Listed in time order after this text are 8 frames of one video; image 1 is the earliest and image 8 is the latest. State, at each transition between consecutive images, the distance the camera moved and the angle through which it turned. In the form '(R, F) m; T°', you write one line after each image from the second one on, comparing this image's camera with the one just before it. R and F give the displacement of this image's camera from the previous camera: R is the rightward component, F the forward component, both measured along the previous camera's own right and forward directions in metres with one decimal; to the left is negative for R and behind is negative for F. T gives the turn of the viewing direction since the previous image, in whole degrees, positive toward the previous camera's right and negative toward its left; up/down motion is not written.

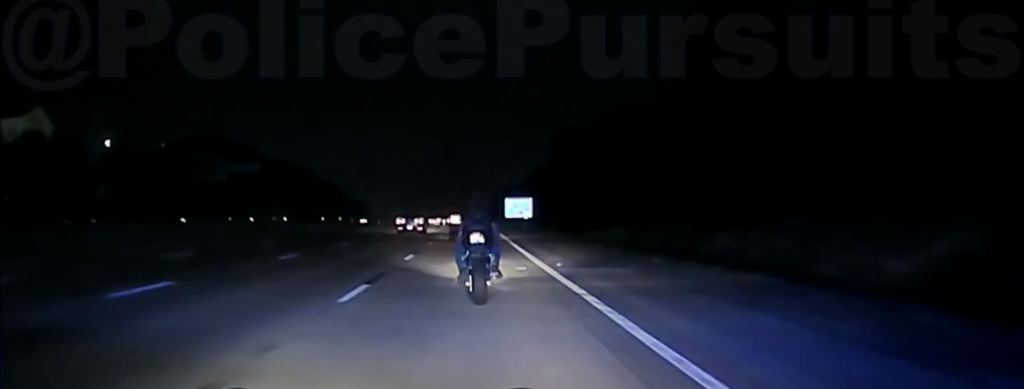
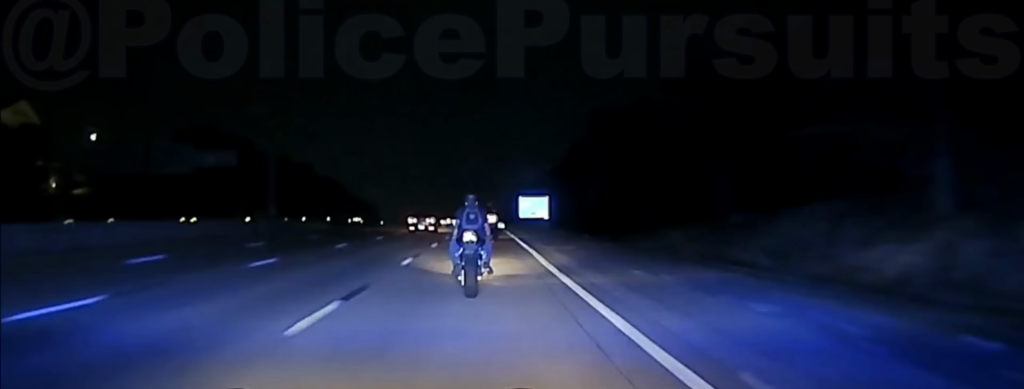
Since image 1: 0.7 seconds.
(-0.1, +17.3) m; -1°
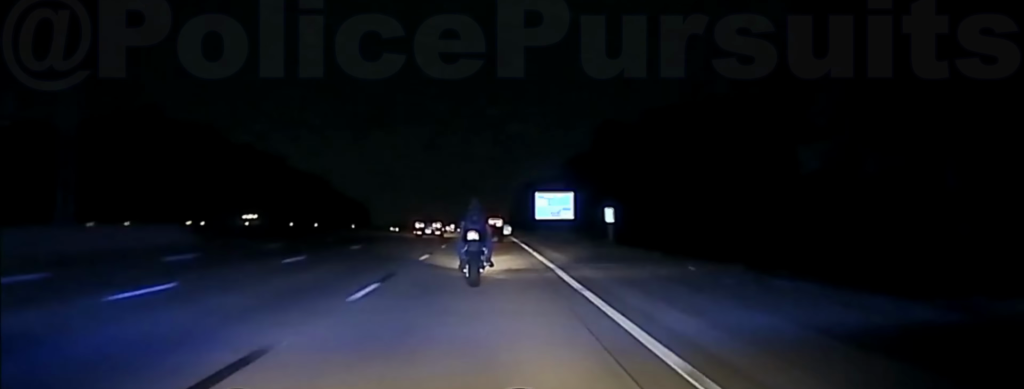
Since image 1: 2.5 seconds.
(-0.8, +45.2) m; -1°
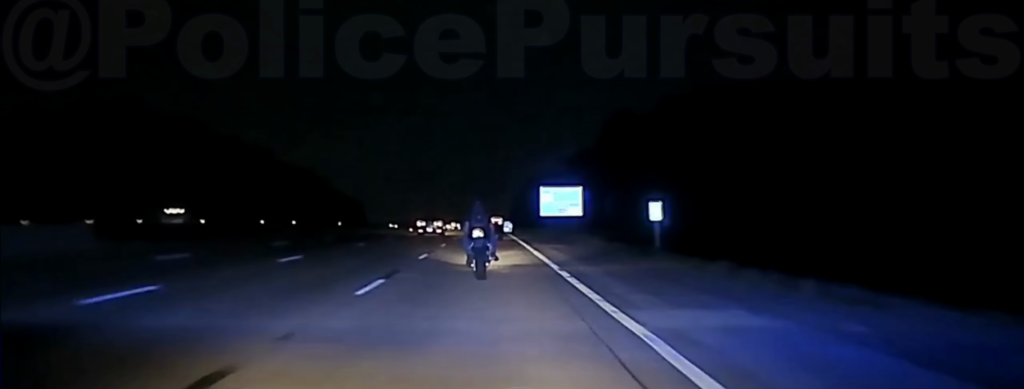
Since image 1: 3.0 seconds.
(+0.3, +13.7) m; 0°
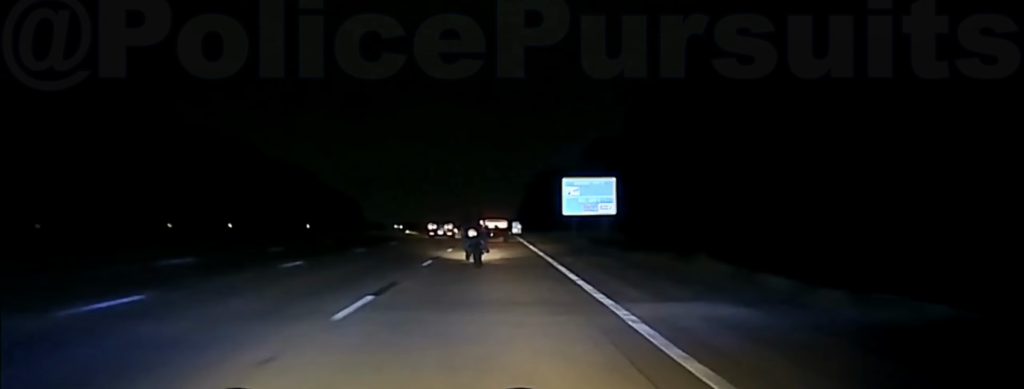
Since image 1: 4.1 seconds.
(-0.1, +26.7) m; -1°
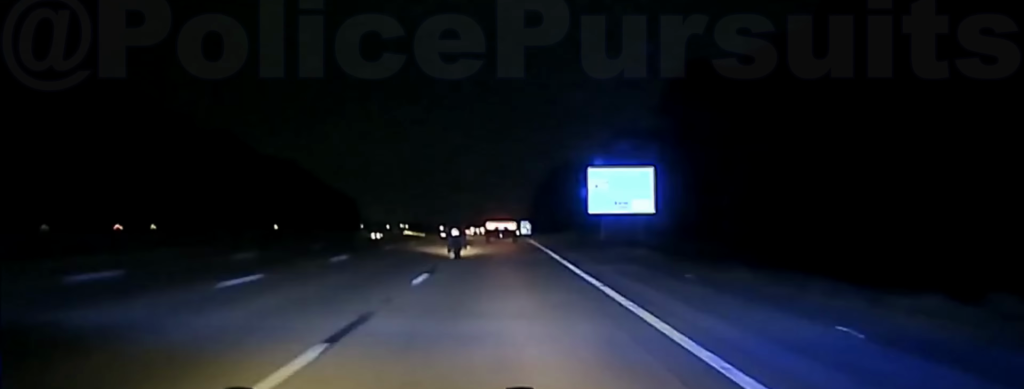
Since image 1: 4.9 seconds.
(-0.2, +19.5) m; 0°
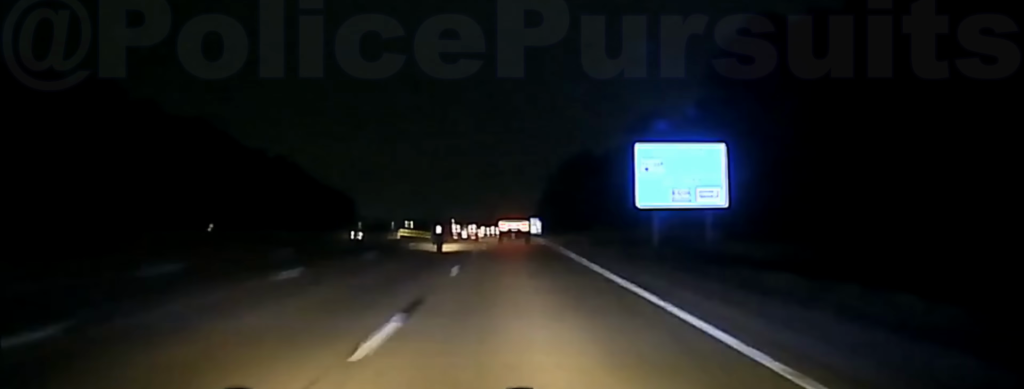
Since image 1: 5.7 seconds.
(0.0, +22.5) m; 0°
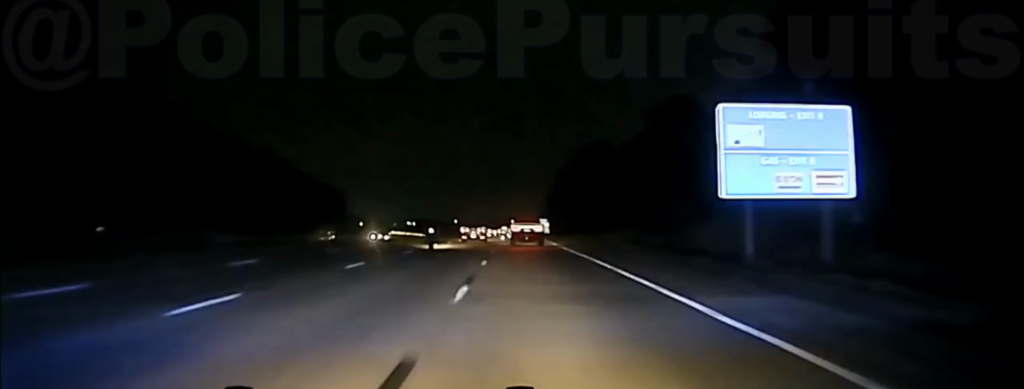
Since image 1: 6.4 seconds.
(+0.3, +18.3) m; 0°
